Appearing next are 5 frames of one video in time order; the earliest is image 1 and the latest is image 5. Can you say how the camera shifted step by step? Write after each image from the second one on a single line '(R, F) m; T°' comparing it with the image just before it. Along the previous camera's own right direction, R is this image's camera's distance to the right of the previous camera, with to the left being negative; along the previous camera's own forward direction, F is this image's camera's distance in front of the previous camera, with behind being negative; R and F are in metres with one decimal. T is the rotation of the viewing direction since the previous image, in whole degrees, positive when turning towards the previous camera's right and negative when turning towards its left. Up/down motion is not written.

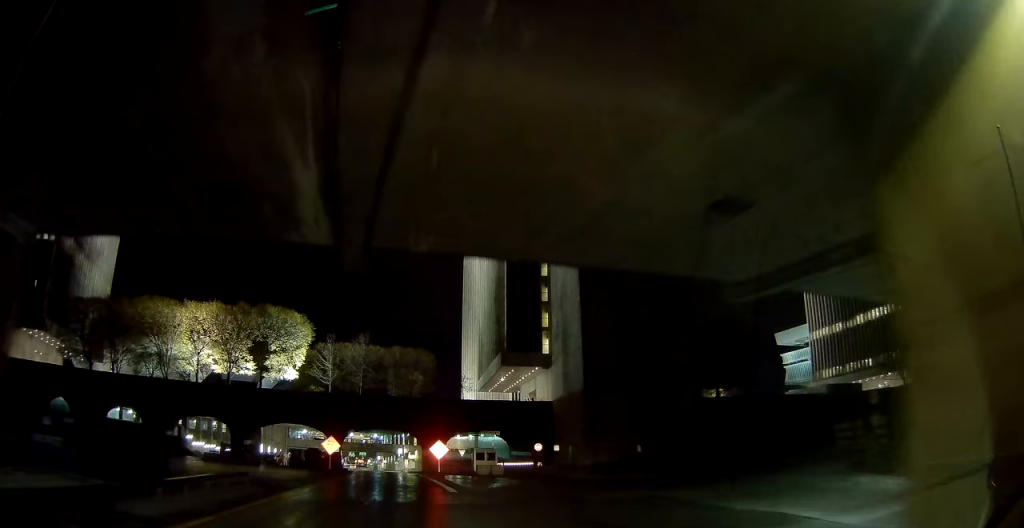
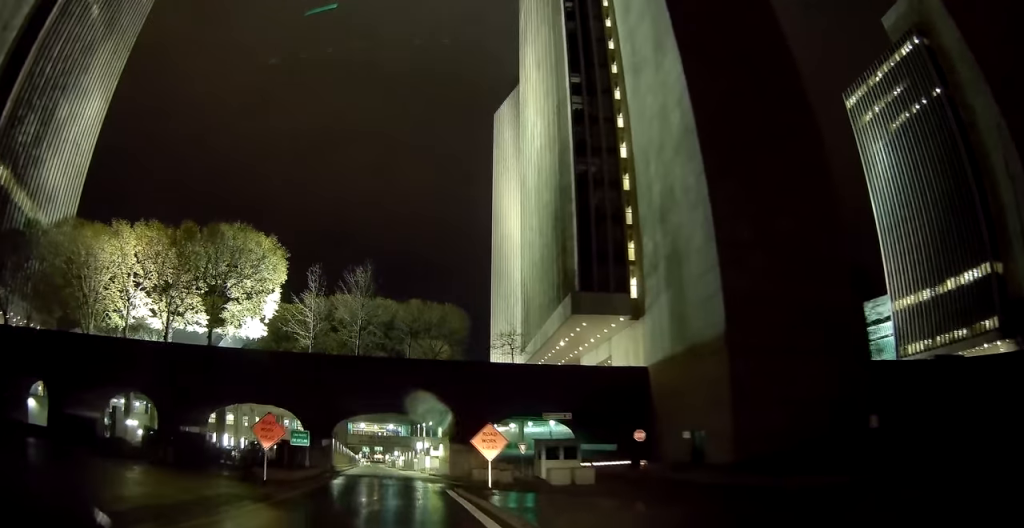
(-4.3, +36.0) m; -12°
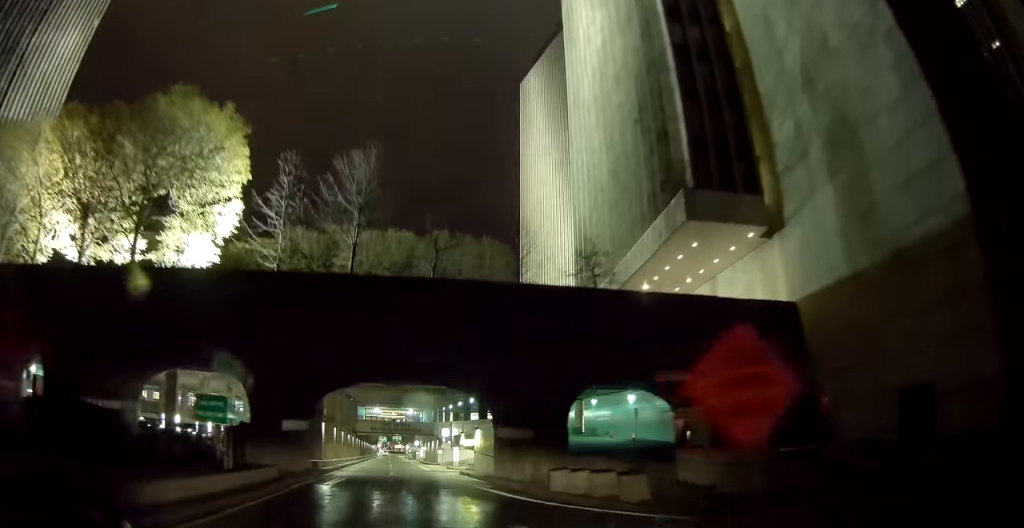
(-2.3, +27.8) m; -9°
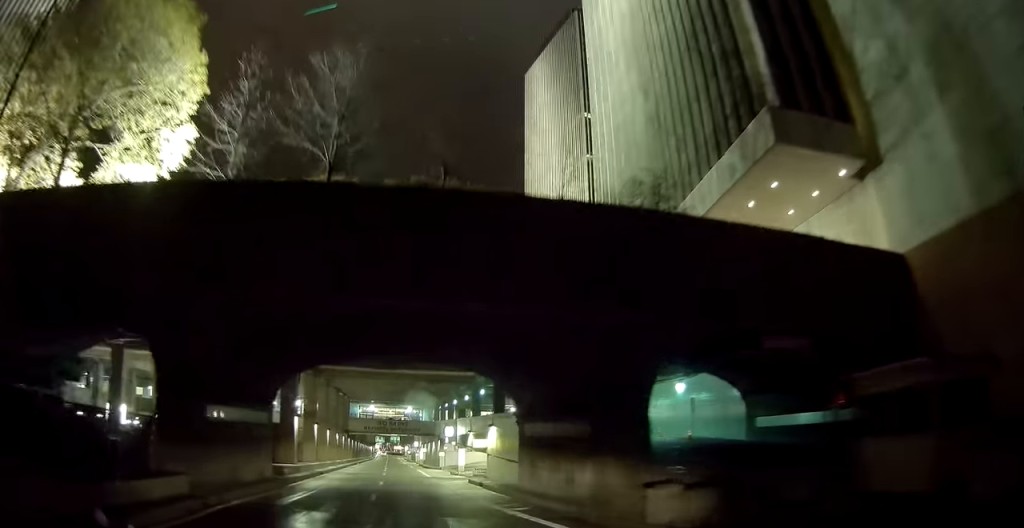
(-0.2, +12.5) m; 0°
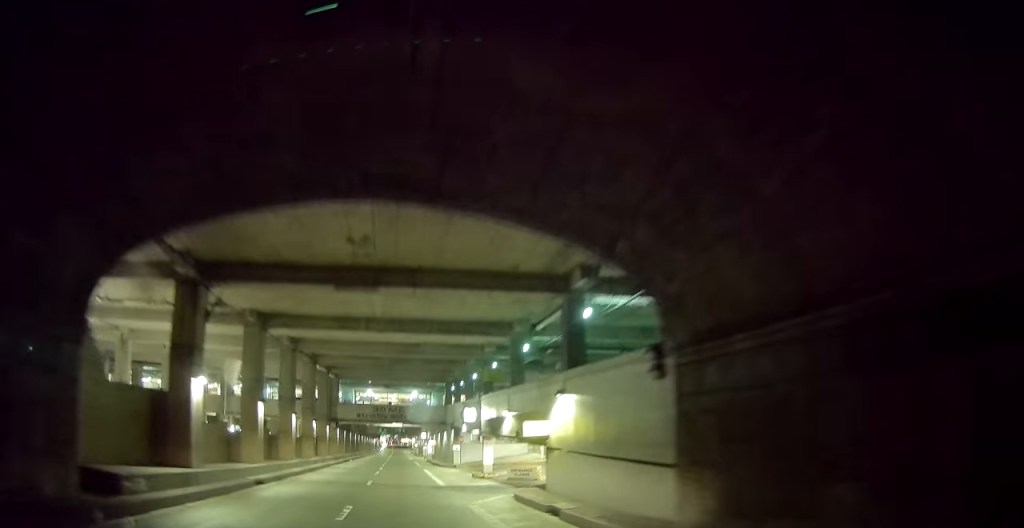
(+0.3, +20.3) m; +1°
